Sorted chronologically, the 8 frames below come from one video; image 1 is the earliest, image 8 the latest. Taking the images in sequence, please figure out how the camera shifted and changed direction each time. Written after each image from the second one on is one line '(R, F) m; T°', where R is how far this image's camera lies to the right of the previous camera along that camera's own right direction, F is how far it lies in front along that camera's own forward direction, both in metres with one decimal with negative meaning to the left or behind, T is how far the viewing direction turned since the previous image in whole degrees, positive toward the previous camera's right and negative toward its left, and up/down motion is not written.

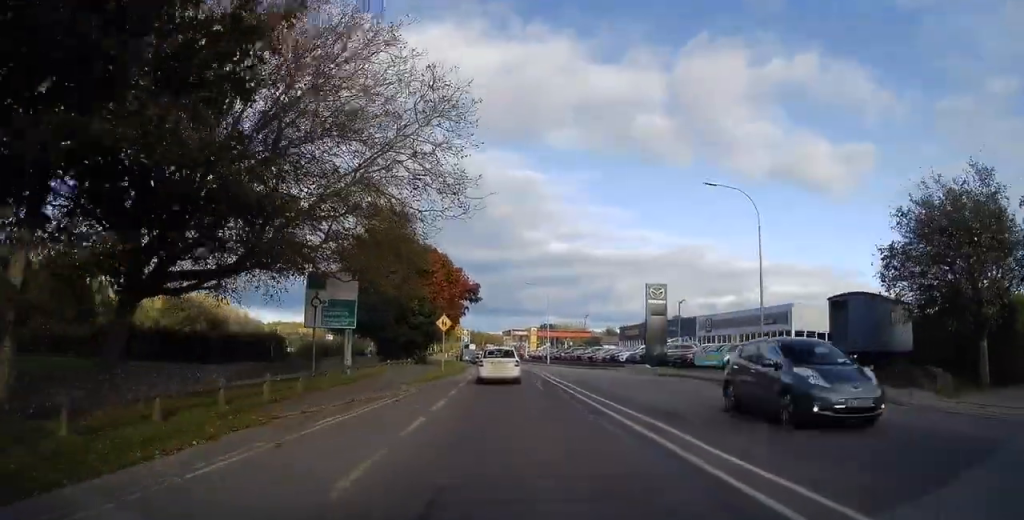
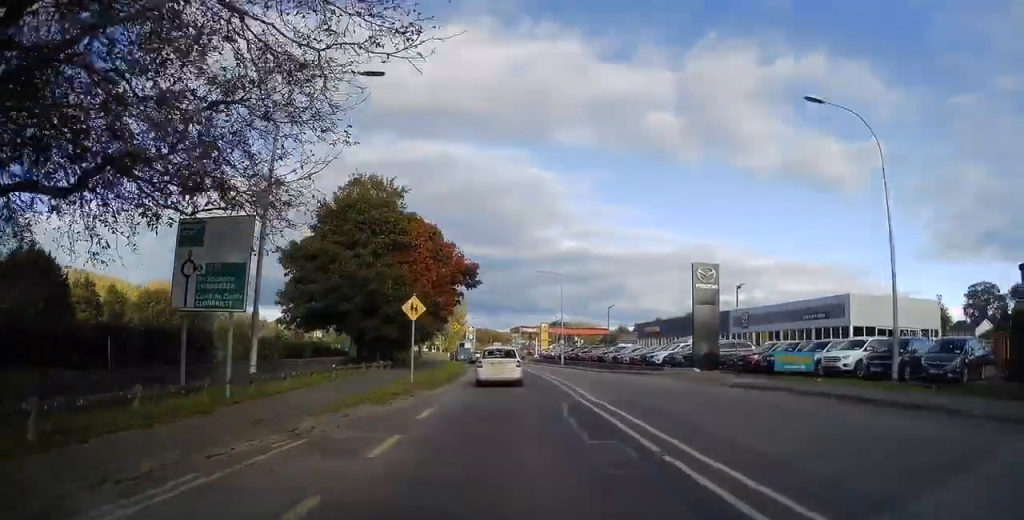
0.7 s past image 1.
(-0.3, +10.5) m; 0°
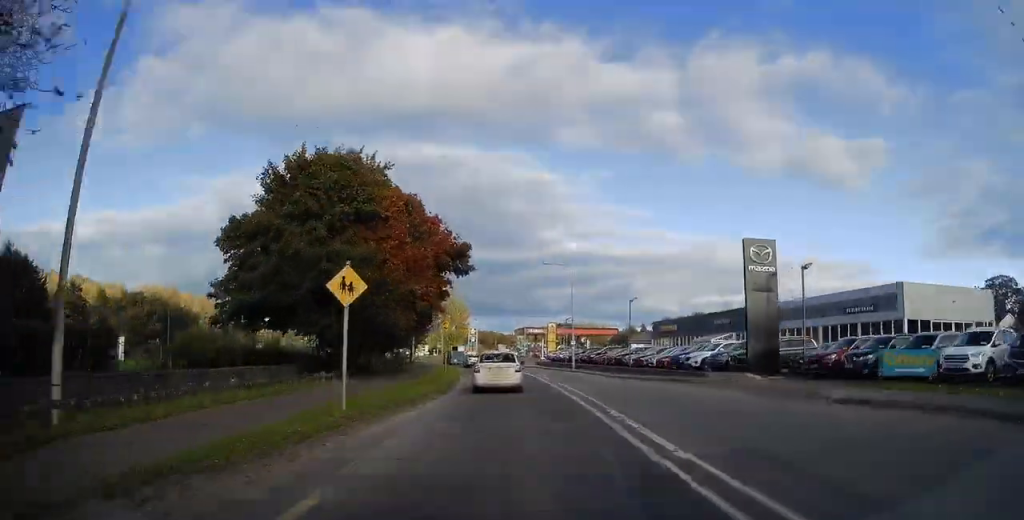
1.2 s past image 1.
(+0.2, +8.0) m; -1°
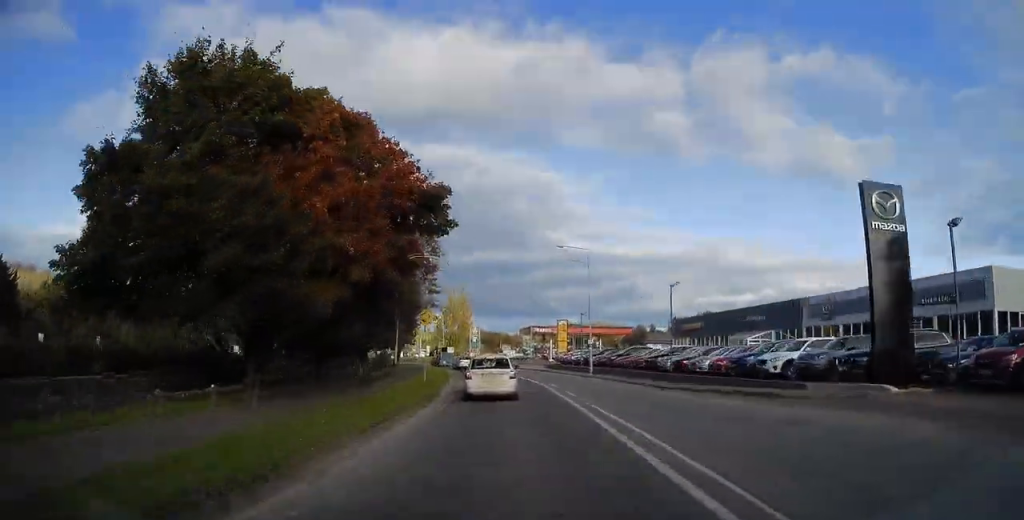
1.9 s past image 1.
(+0.2, +10.5) m; -2°
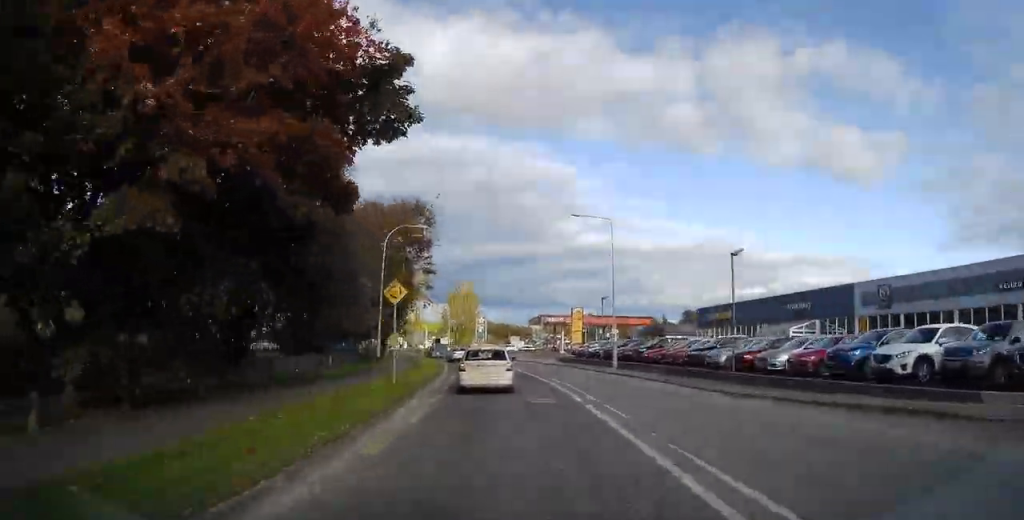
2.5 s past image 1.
(-0.5, +9.0) m; -2°
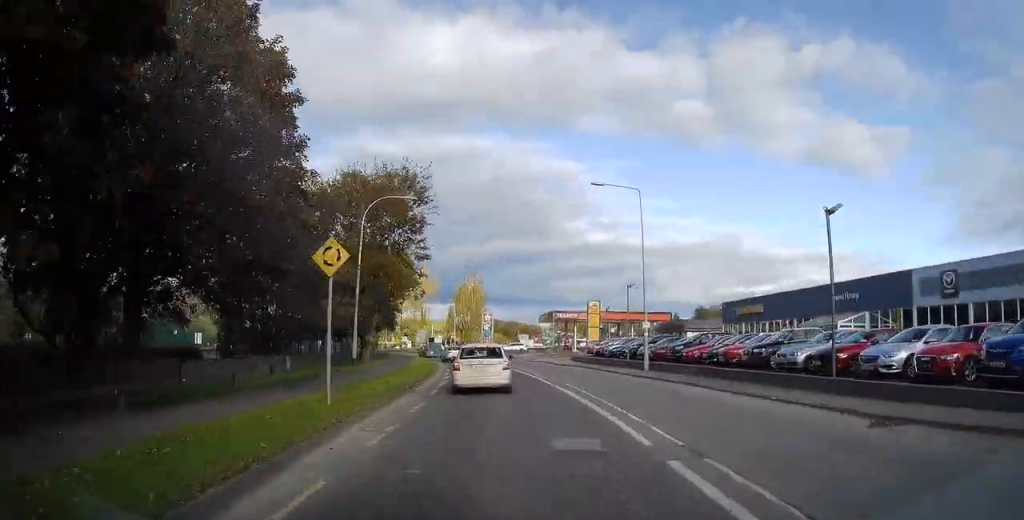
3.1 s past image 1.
(-0.1, +8.5) m; -1°
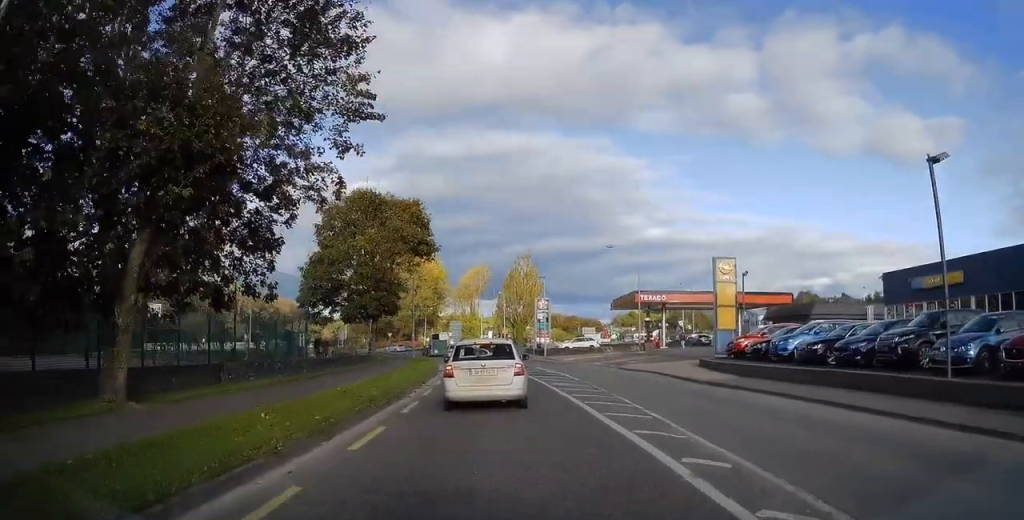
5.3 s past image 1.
(-0.2, +32.8) m; -2°
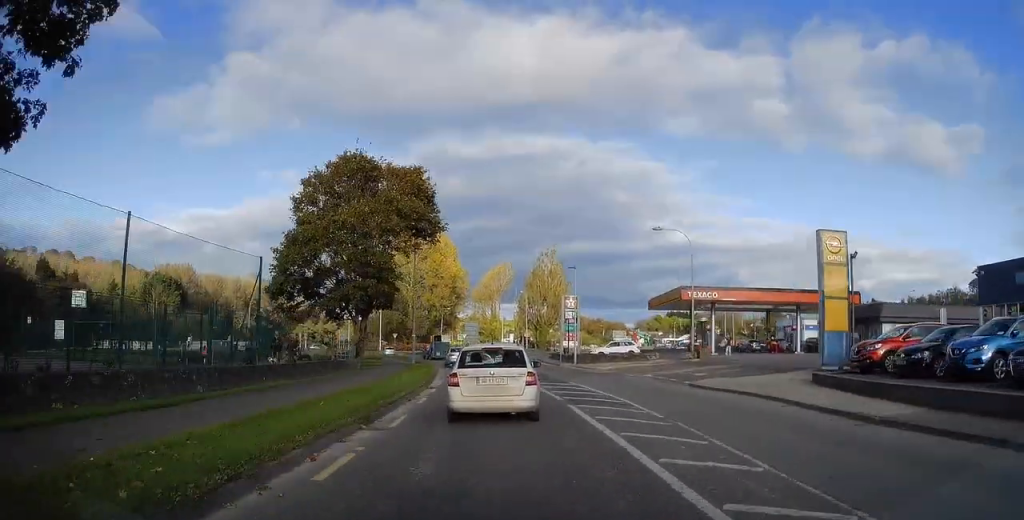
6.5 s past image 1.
(-0.2, +14.6) m; -2°
